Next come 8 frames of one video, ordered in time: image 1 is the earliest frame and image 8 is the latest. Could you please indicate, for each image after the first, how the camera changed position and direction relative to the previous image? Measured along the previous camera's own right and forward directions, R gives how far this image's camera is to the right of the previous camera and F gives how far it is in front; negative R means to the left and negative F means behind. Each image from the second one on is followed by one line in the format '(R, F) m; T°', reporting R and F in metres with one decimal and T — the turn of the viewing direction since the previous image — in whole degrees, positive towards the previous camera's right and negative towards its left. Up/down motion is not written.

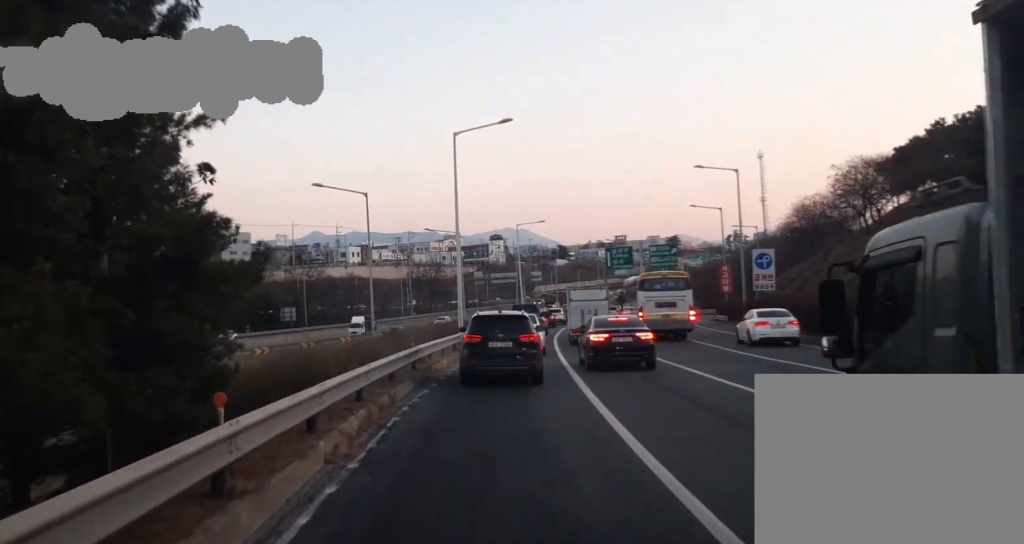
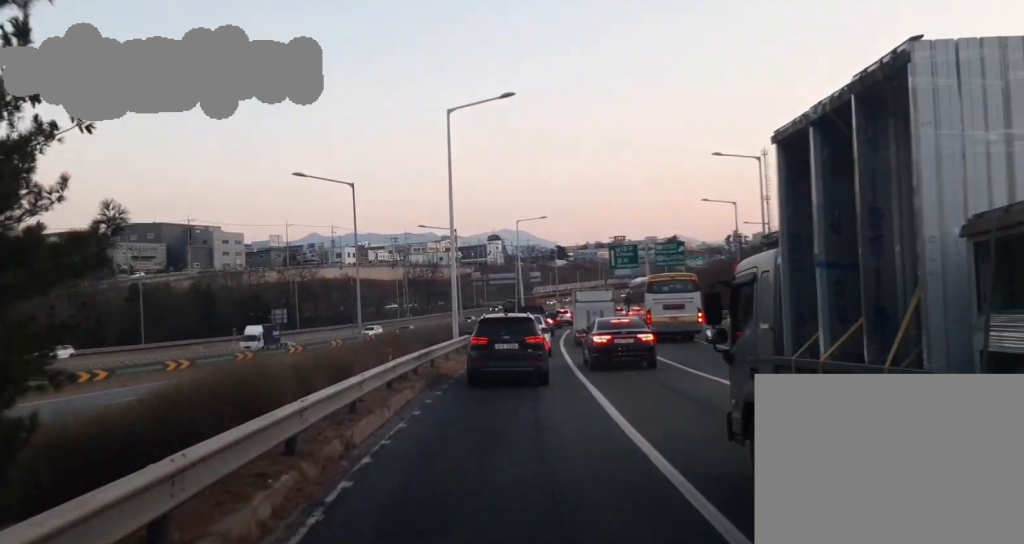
(-0.1, +6.3) m; -2°
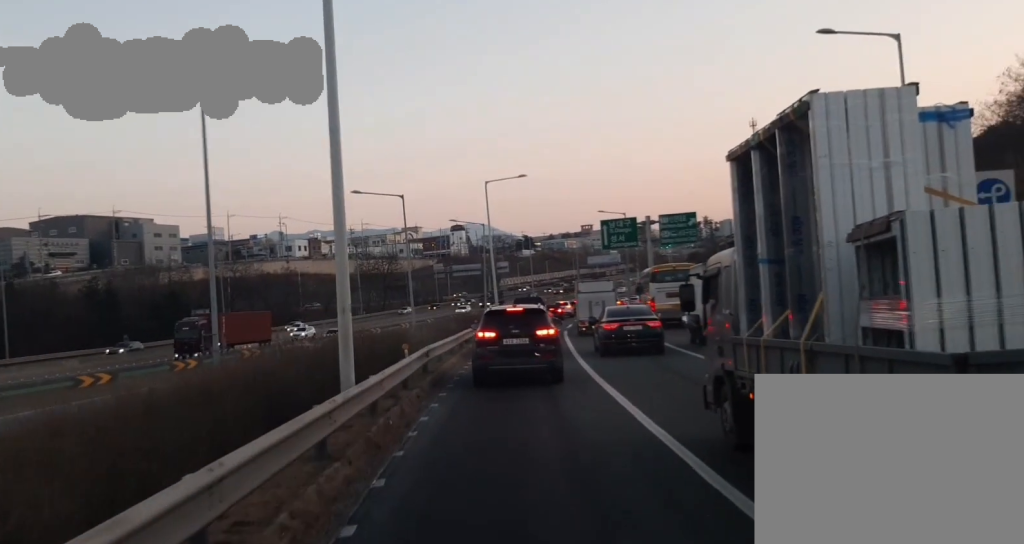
(+0.6, +23.3) m; +6°
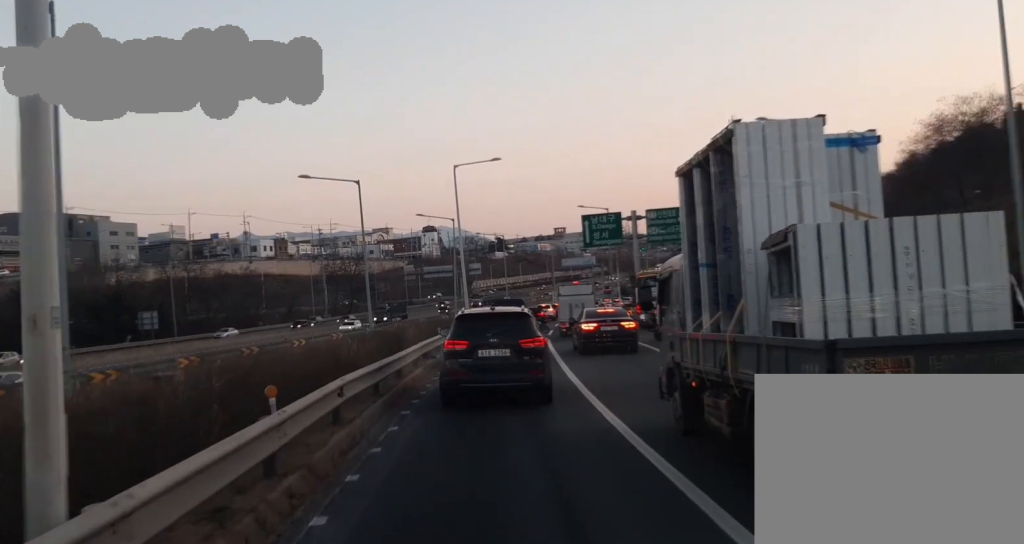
(+0.3, +9.2) m; +3°
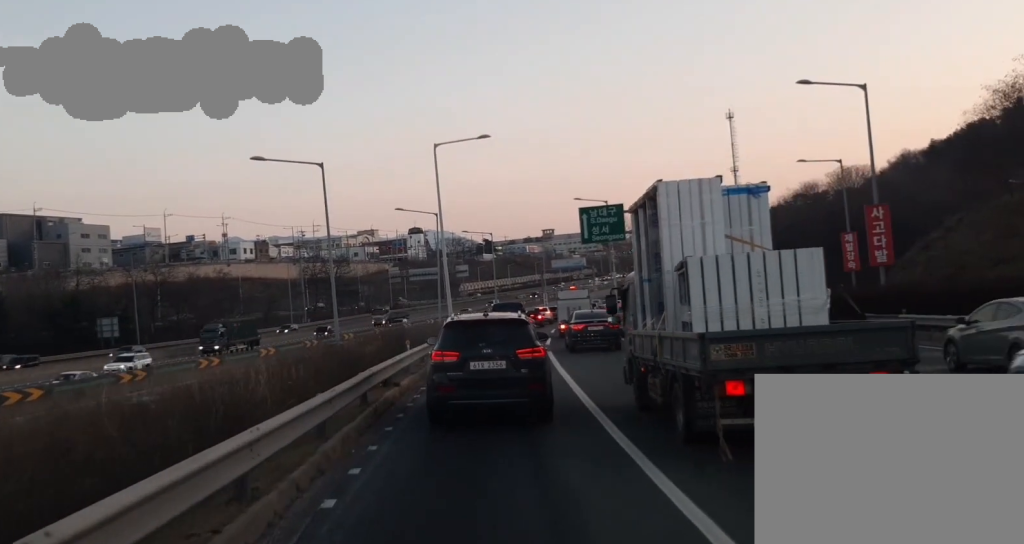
(+0.2, +10.1) m; +1°
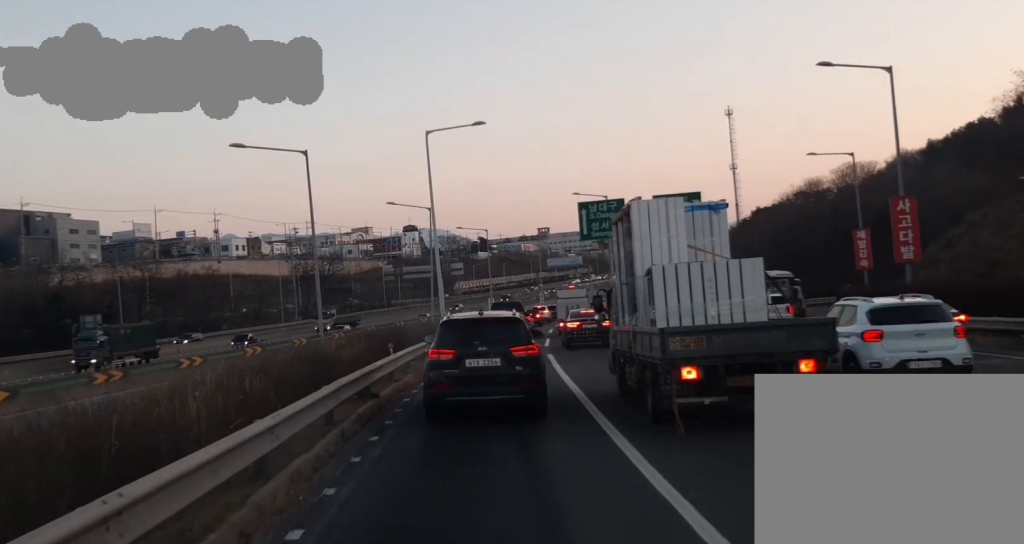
(0.0, +3.8) m; 0°
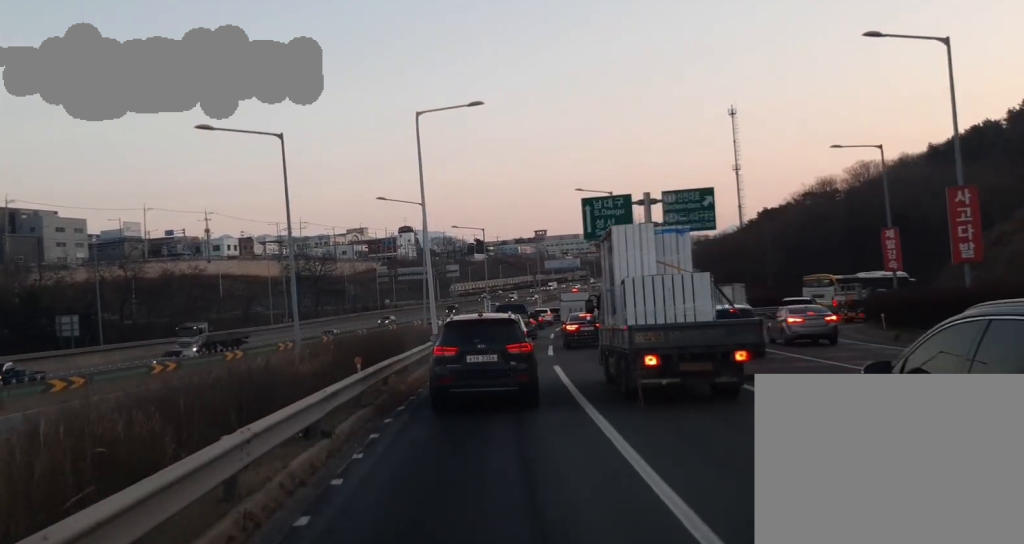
(0.0, +6.1) m; -2°
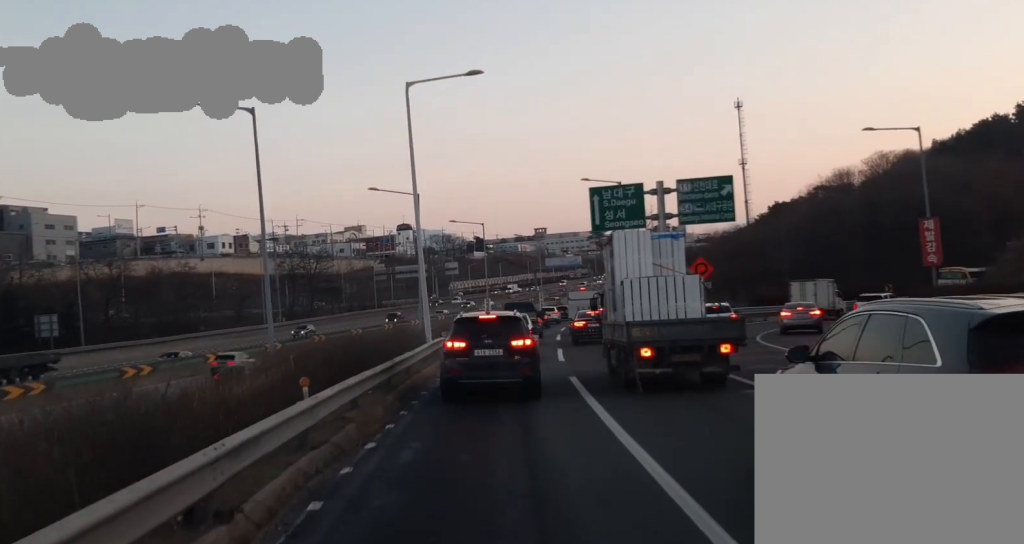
(0.0, +5.3) m; -2°
